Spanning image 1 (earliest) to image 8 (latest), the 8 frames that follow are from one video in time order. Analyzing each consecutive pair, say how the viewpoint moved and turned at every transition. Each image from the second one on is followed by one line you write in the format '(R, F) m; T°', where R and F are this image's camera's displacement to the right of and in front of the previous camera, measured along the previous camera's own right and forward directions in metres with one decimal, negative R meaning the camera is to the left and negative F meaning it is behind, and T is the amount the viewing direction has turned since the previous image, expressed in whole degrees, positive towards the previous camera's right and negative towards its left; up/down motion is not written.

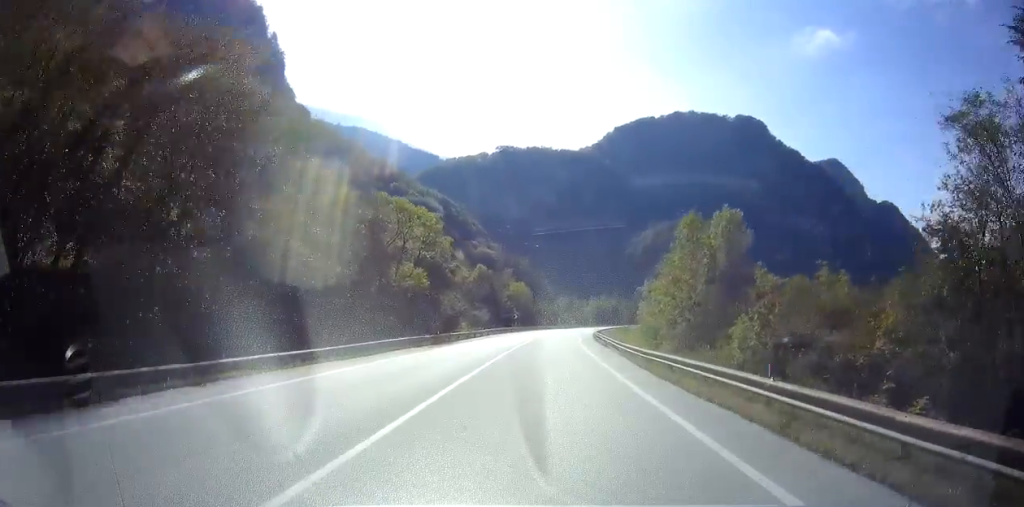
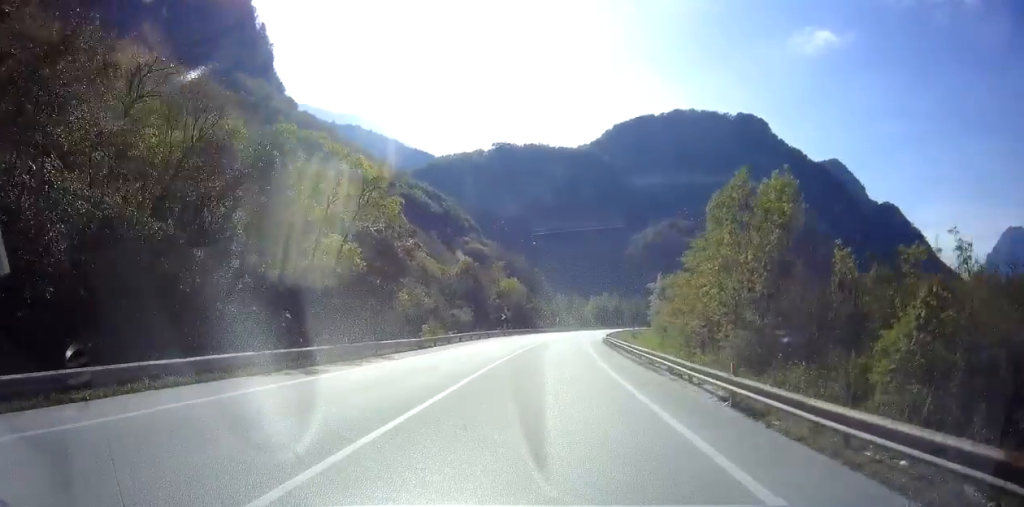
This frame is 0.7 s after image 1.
(0.0, +17.4) m; 0°
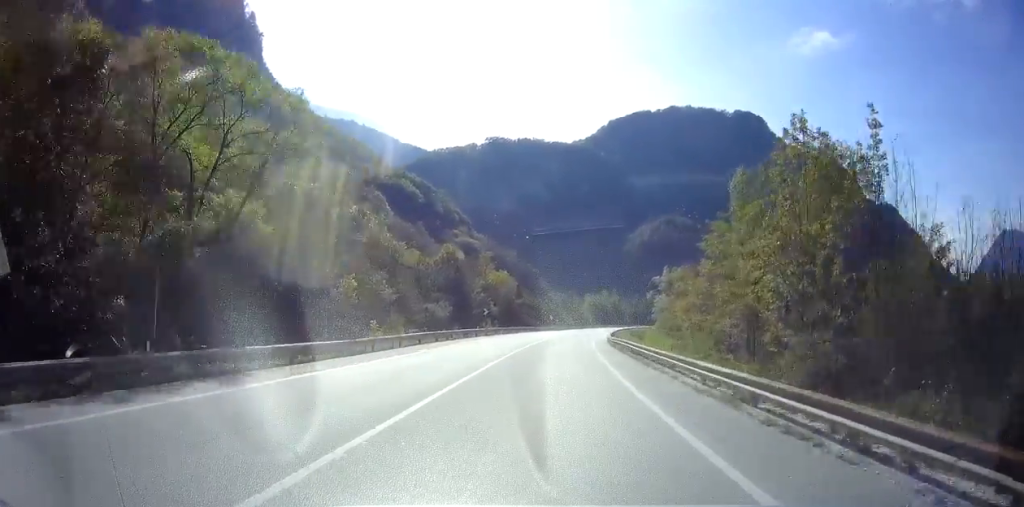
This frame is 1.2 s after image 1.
(0.0, +11.0) m; 0°
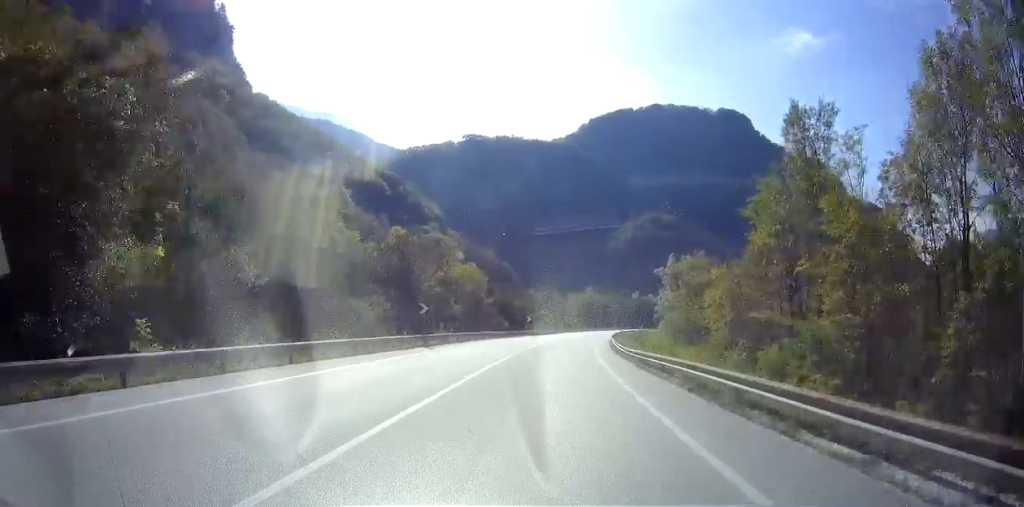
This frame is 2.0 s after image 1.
(0.0, +18.0) m; 0°
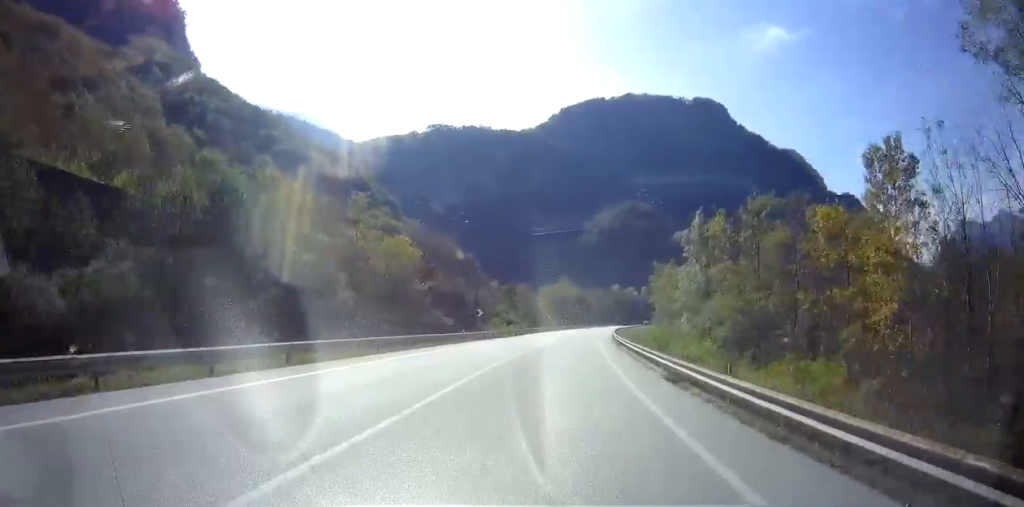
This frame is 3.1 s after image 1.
(0.0, +26.5) m; 0°
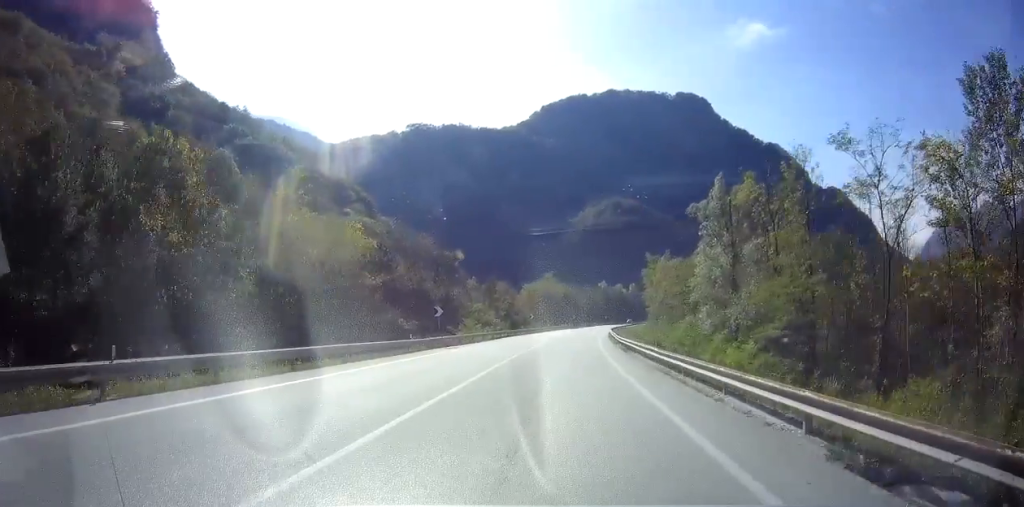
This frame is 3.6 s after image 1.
(0.0, +10.9) m; 0°
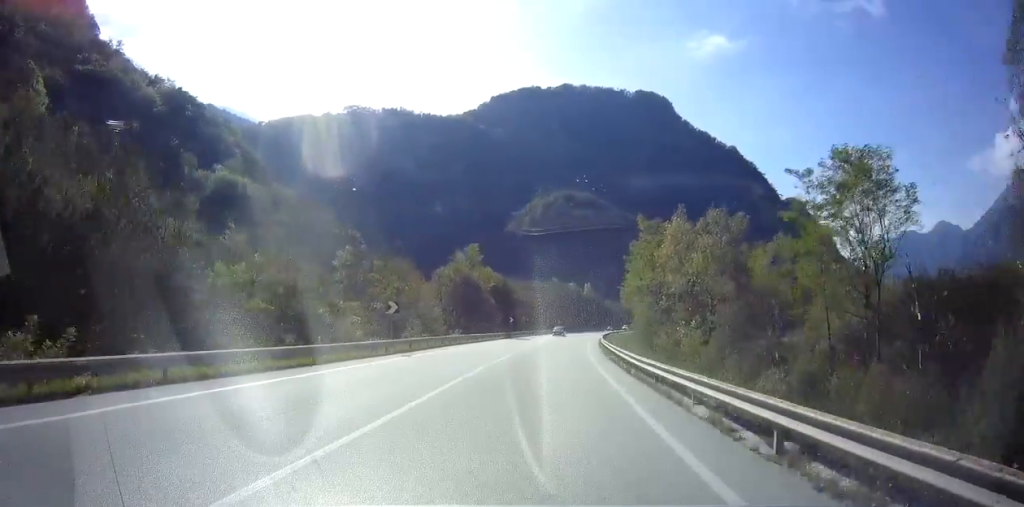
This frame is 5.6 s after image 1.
(+3.4, +45.4) m; +10°
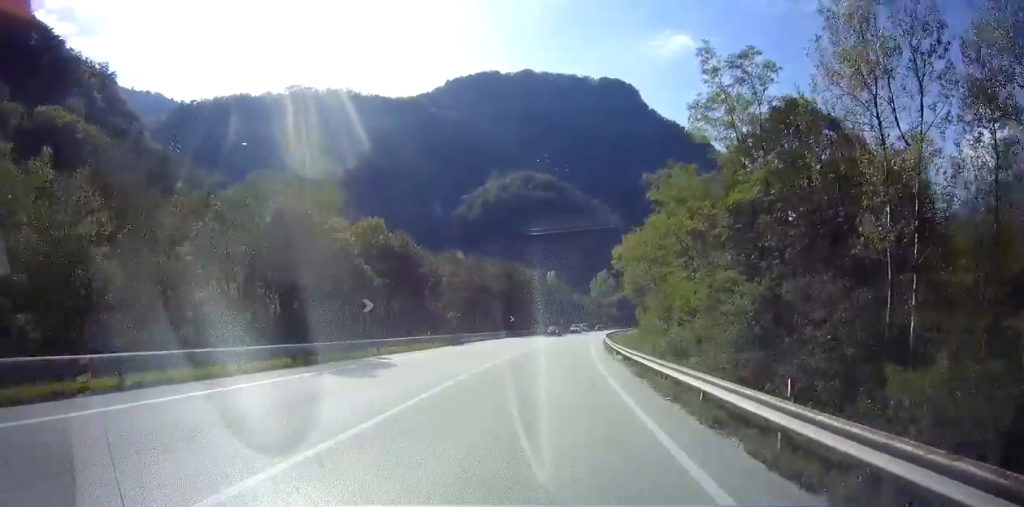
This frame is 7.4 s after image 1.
(+2.2, +41.8) m; +6°
